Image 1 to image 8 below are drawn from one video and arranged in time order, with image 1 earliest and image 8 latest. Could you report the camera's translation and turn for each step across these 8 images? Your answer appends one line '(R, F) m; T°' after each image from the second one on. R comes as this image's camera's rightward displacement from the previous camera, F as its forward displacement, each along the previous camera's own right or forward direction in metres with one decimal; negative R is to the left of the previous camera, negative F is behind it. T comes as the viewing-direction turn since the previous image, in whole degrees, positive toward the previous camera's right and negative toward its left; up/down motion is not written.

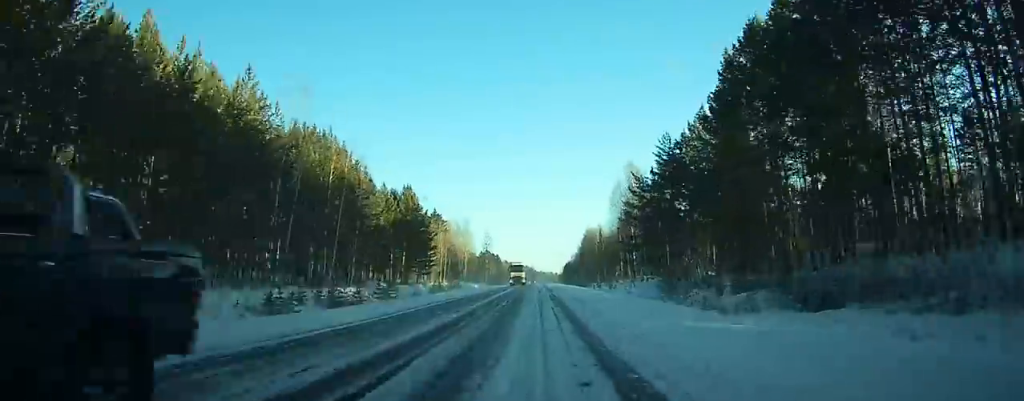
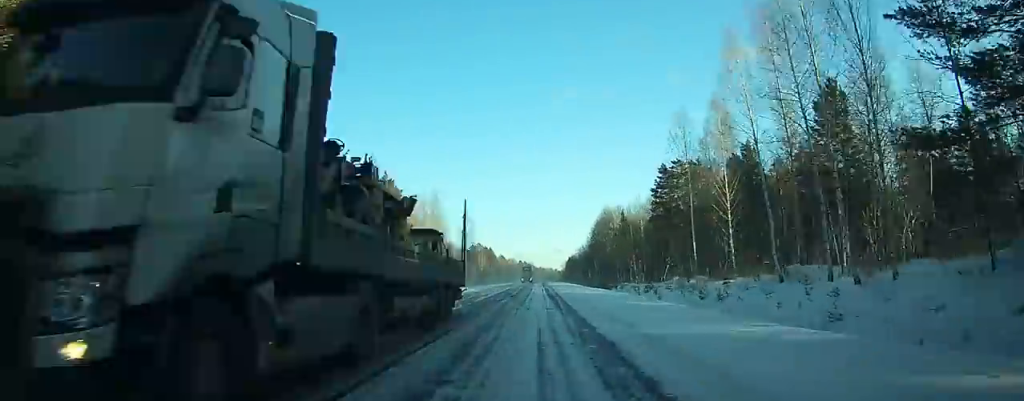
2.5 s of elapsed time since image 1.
(-0.5, +49.3) m; 0°
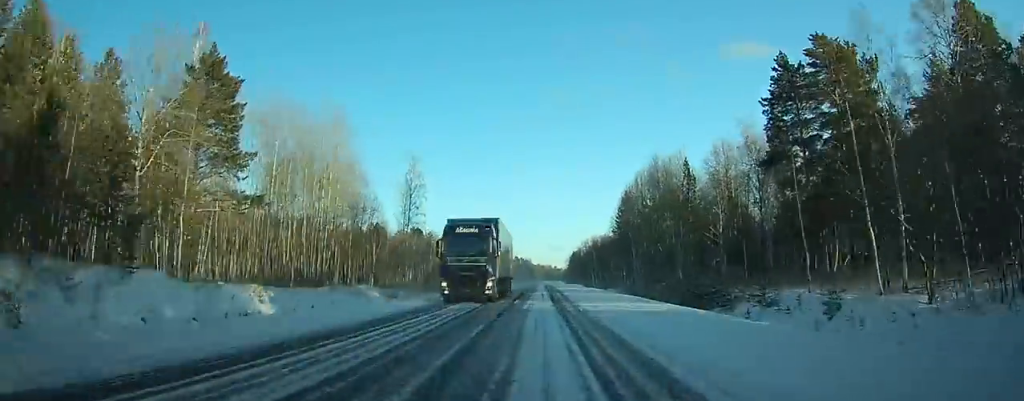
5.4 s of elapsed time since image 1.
(+0.5, +58.8) m; +1°
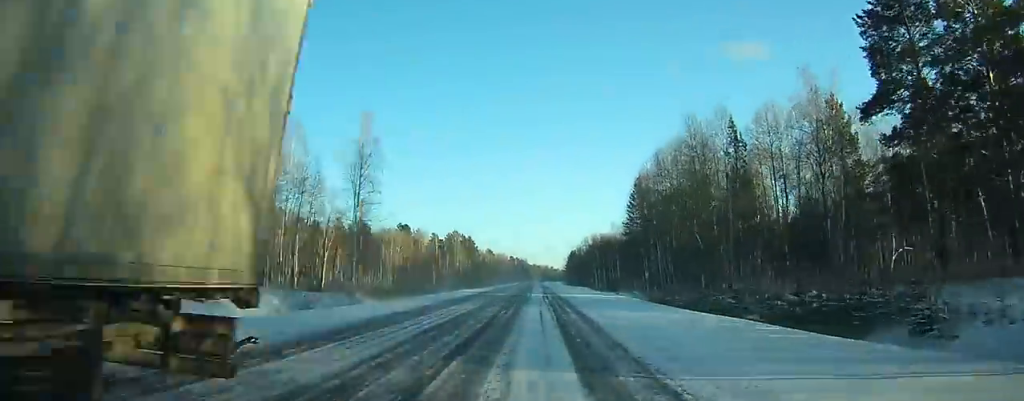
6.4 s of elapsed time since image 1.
(0.0, +20.3) m; 0°
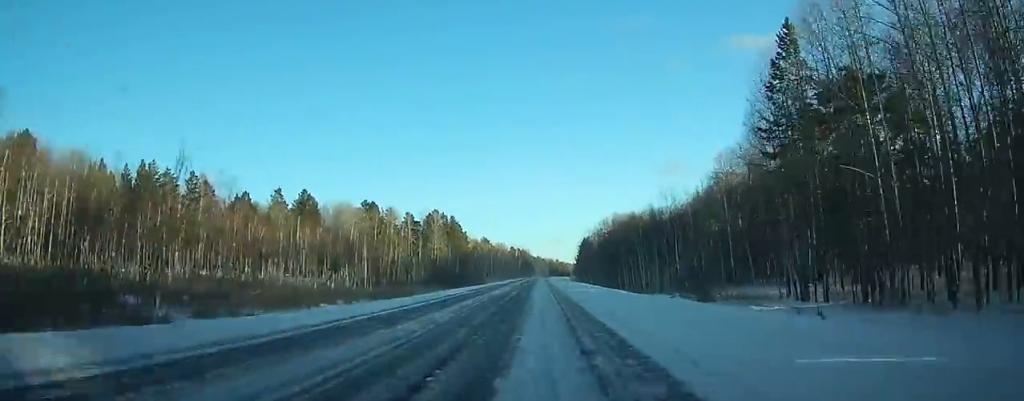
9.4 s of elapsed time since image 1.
(-0.3, +61.1) m; 0°
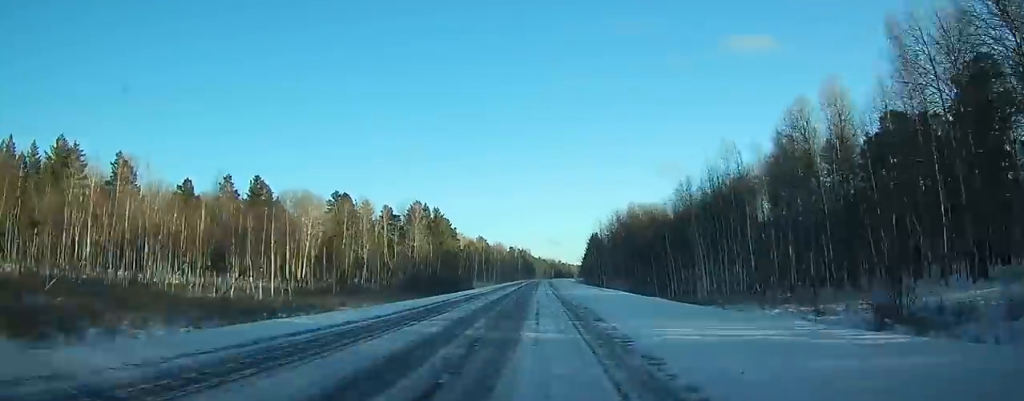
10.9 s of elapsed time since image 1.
(+0.2, +31.5) m; 0°
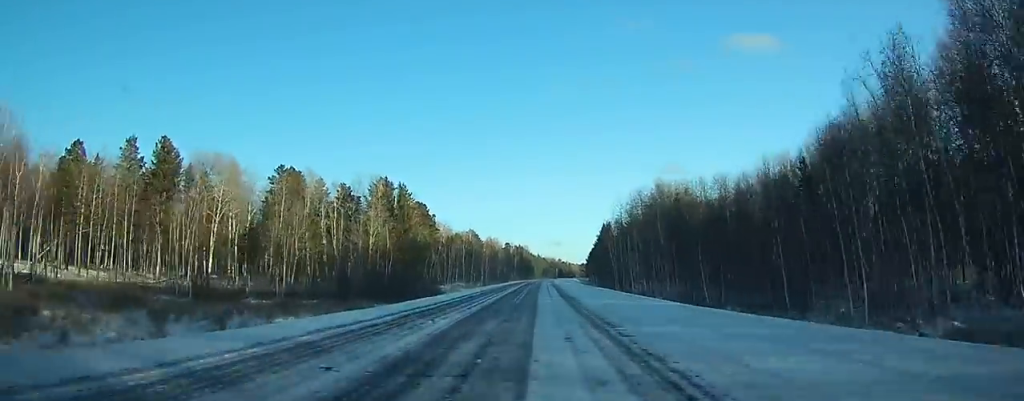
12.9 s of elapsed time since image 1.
(+0.2, +39.6) m; 0°
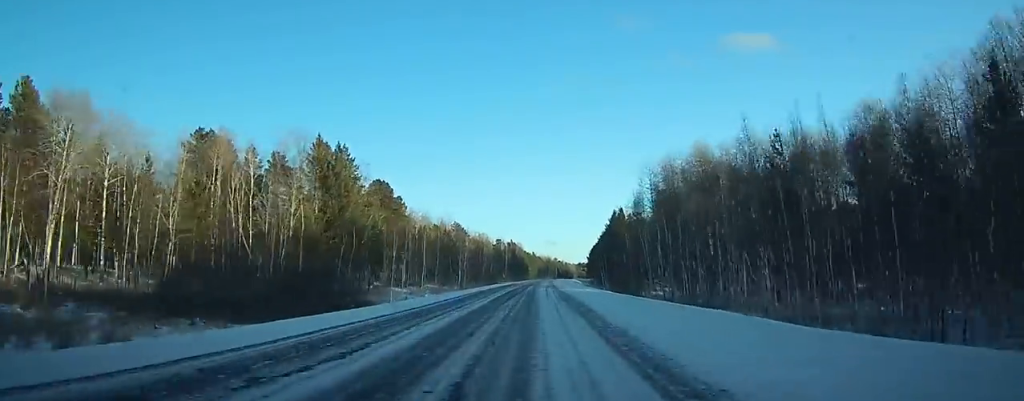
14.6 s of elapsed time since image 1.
(0.0, +35.2) m; 0°
